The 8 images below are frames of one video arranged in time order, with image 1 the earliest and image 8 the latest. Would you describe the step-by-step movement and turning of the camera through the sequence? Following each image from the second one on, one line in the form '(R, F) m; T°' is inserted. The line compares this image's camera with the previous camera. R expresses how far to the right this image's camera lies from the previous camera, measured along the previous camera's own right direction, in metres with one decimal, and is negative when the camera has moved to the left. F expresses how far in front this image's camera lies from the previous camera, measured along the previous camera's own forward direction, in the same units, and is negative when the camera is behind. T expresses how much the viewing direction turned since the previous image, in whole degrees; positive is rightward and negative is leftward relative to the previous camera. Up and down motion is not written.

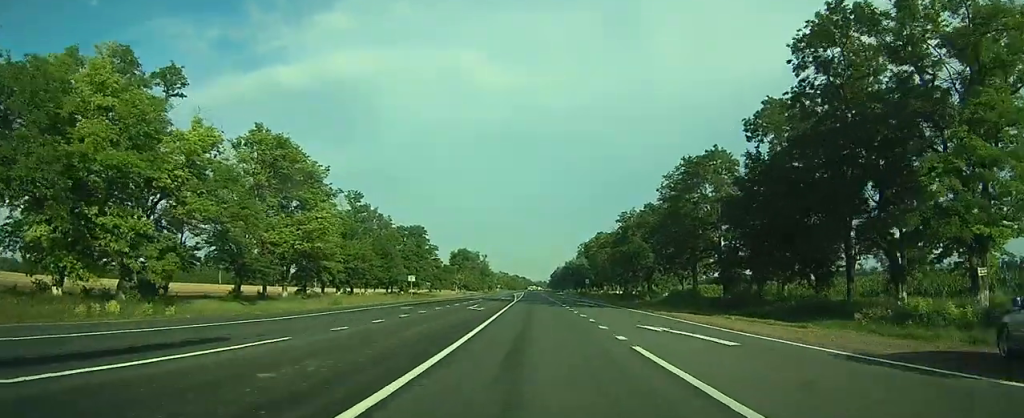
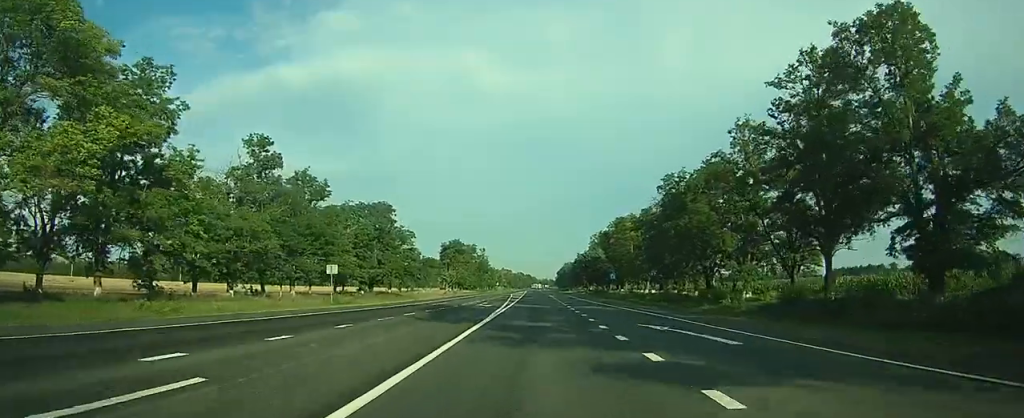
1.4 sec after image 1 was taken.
(-0.1, +32.2) m; 0°
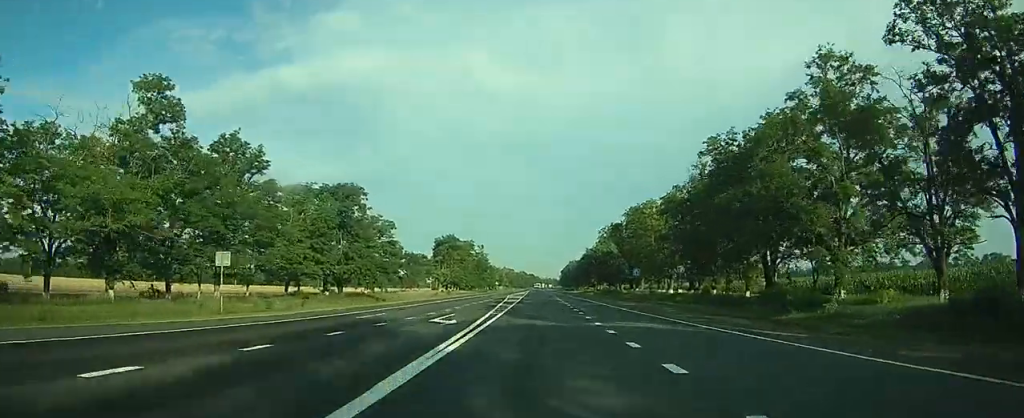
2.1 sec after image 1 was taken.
(-0.1, +17.3) m; 0°
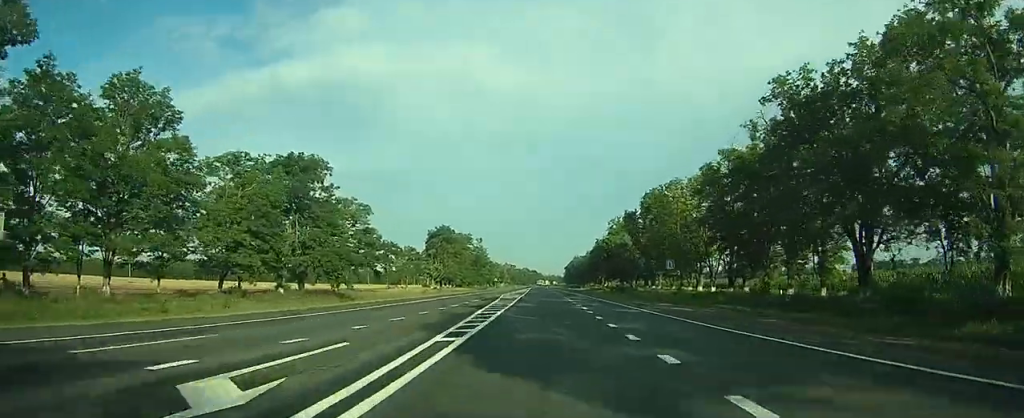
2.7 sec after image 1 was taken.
(0.0, +15.0) m; 0°
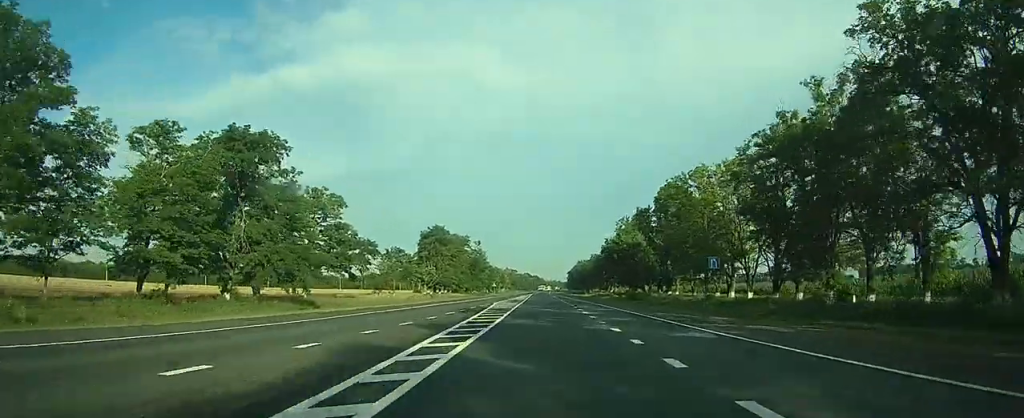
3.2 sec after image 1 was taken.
(0.0, +11.9) m; 0°
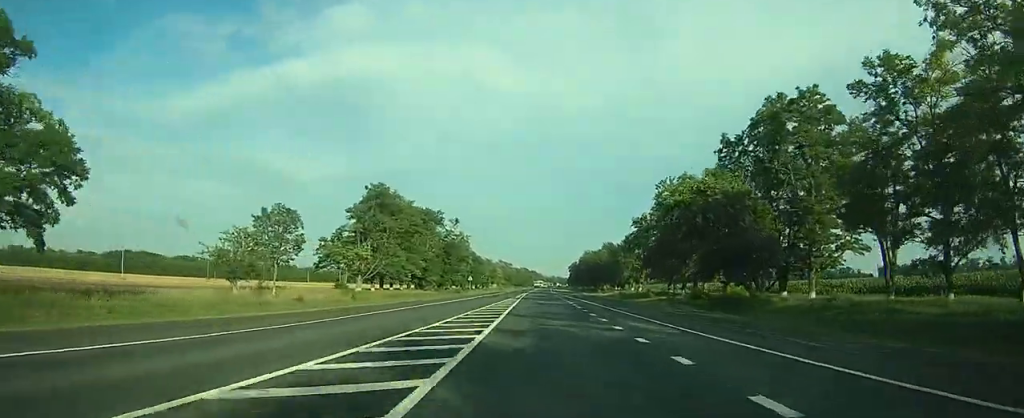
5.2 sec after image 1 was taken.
(0.0, +47.2) m; 0°
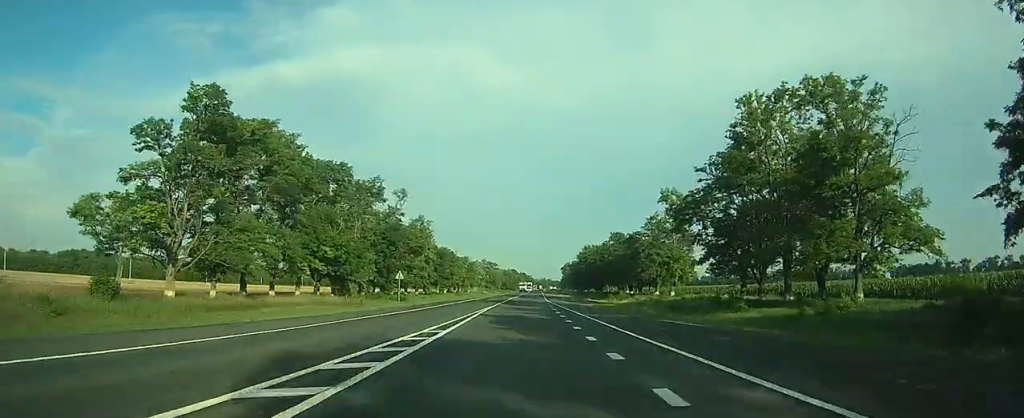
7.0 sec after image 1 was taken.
(0.0, +43.0) m; 0°
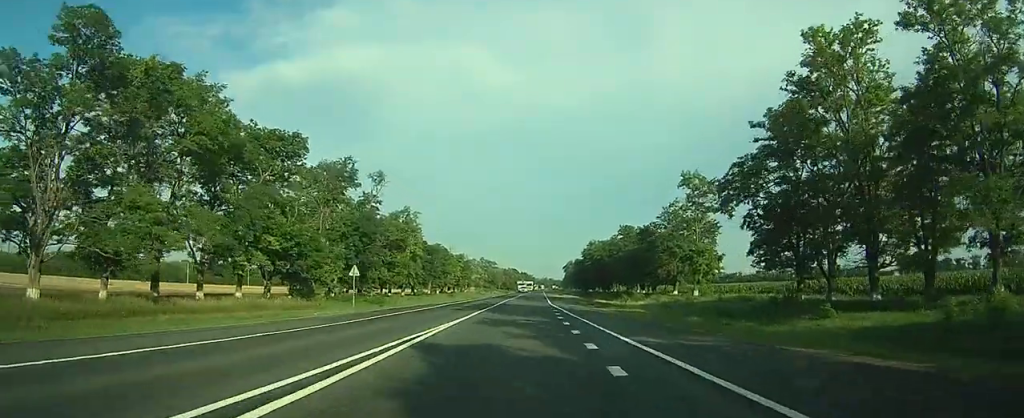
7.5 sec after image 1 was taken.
(0.0, +13.9) m; 0°
